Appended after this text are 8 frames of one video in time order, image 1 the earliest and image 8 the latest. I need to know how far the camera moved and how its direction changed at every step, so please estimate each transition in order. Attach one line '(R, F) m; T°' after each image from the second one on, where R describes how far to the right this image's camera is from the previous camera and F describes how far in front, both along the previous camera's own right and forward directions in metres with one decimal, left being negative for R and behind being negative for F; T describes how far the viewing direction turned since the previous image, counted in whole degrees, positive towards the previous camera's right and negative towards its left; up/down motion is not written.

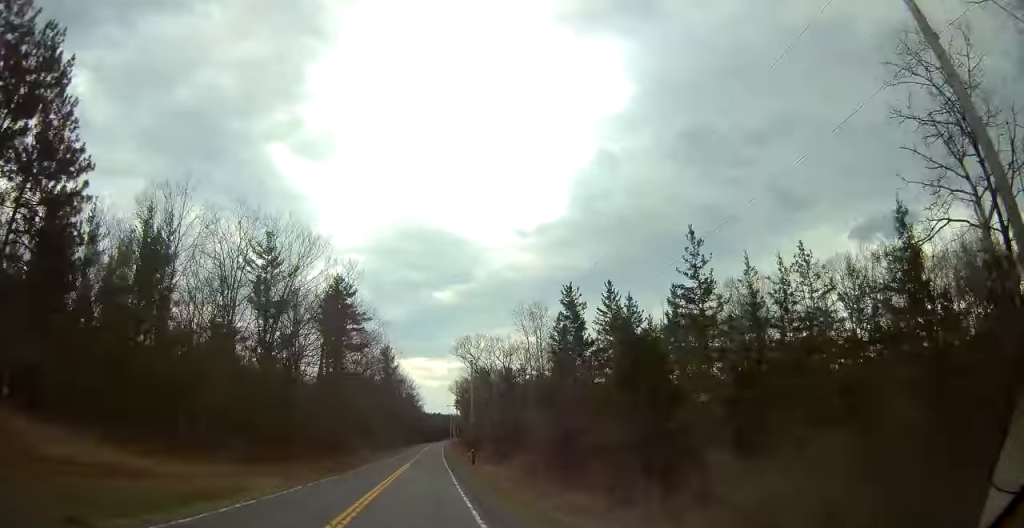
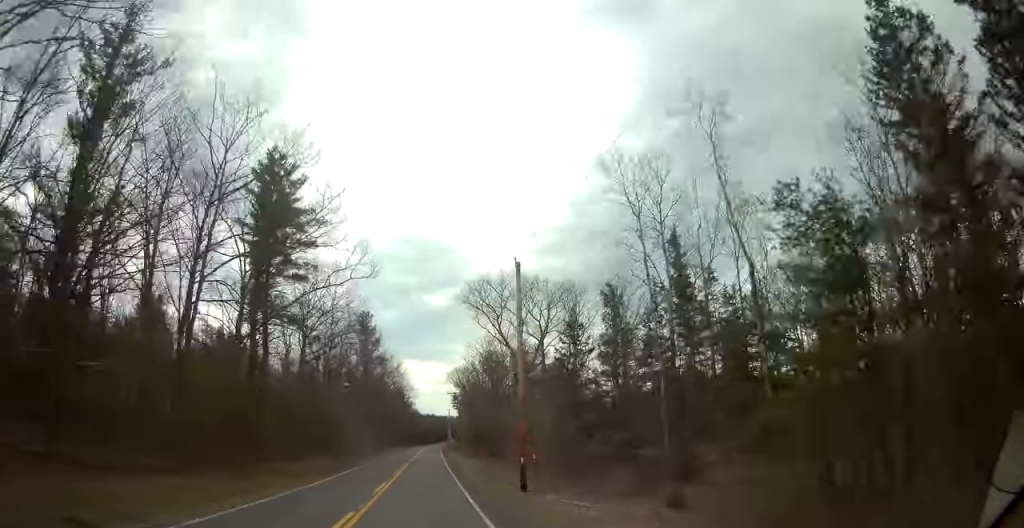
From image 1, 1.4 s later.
(-0.1, +36.1) m; 0°
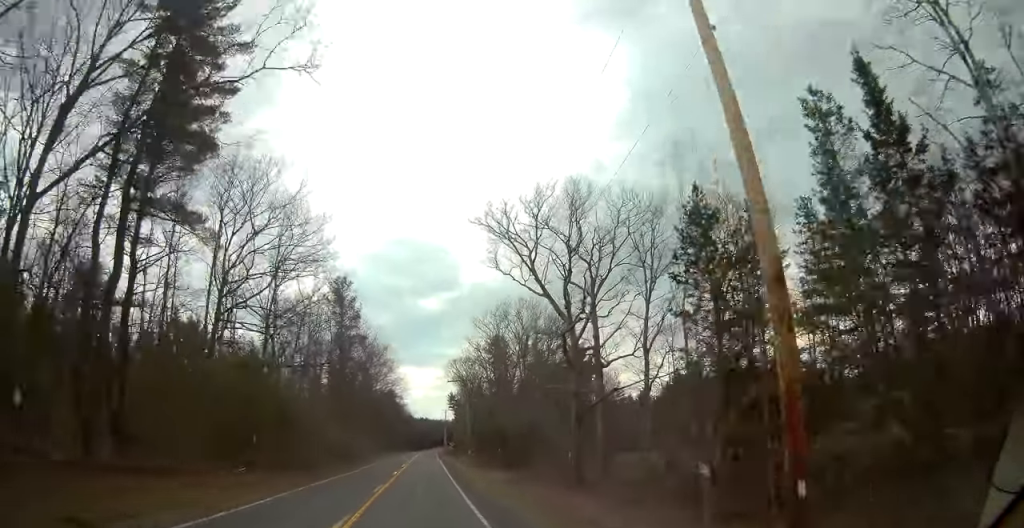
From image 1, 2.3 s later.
(+0.2, +22.4) m; +1°
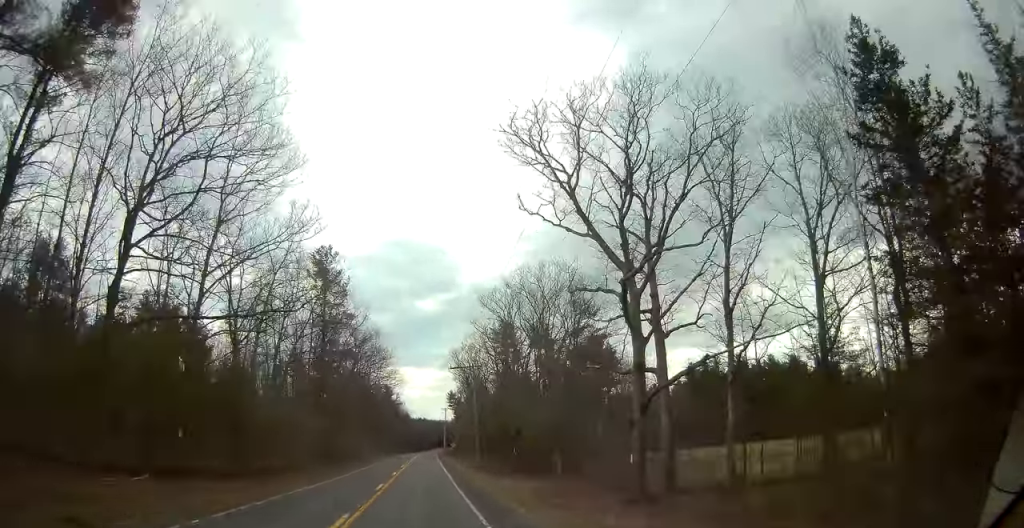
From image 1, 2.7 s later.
(0.0, +12.0) m; 0°
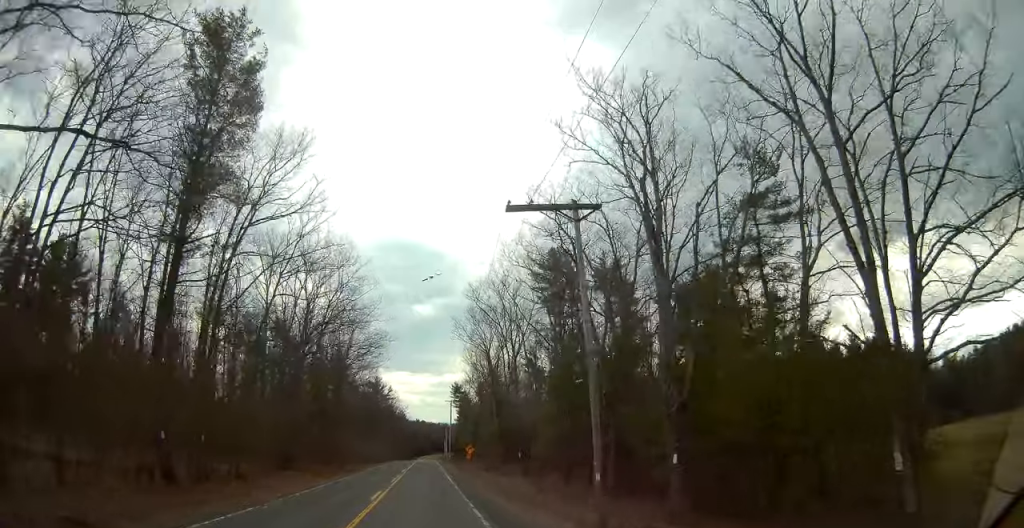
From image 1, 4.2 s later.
(+0.2, +38.5) m; 0°
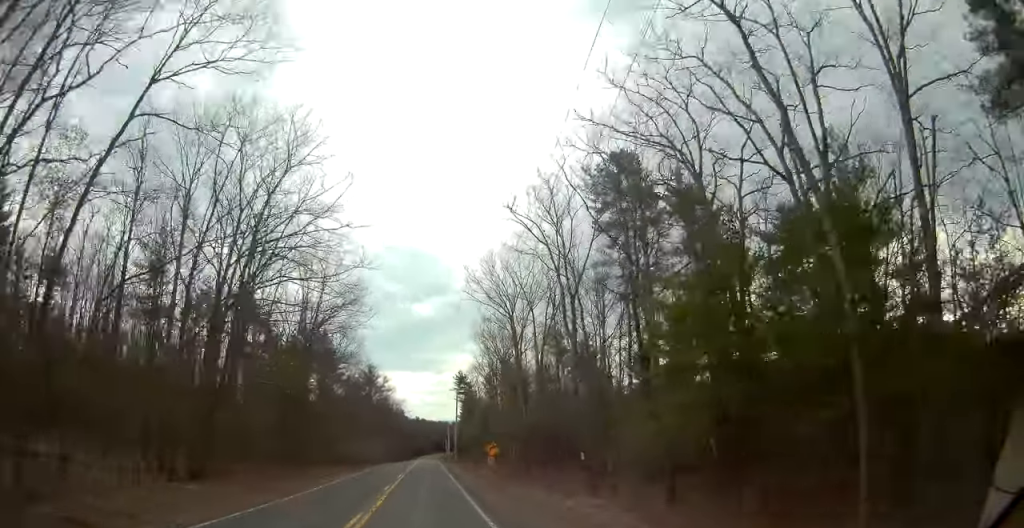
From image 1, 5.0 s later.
(-0.2, +20.4) m; 0°
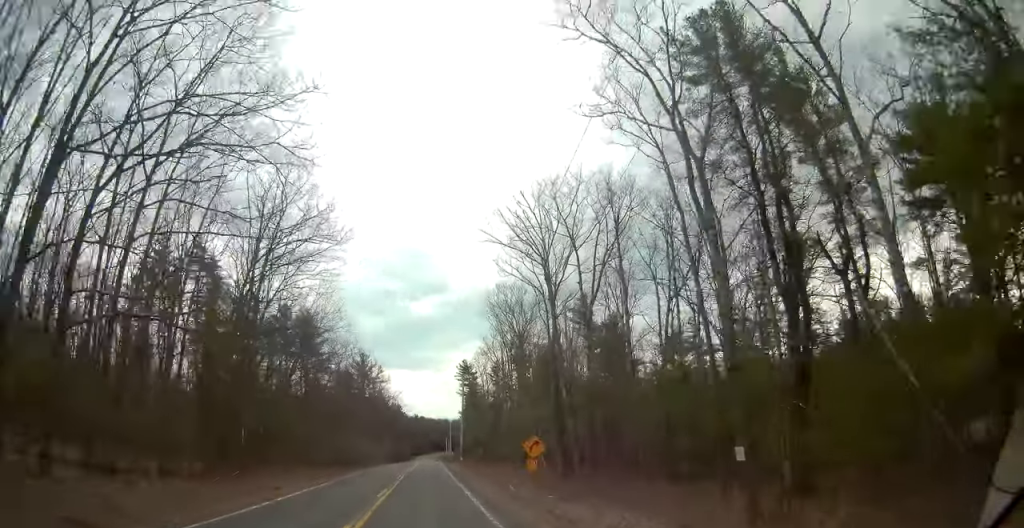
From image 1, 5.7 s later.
(0.0, +16.0) m; +1°
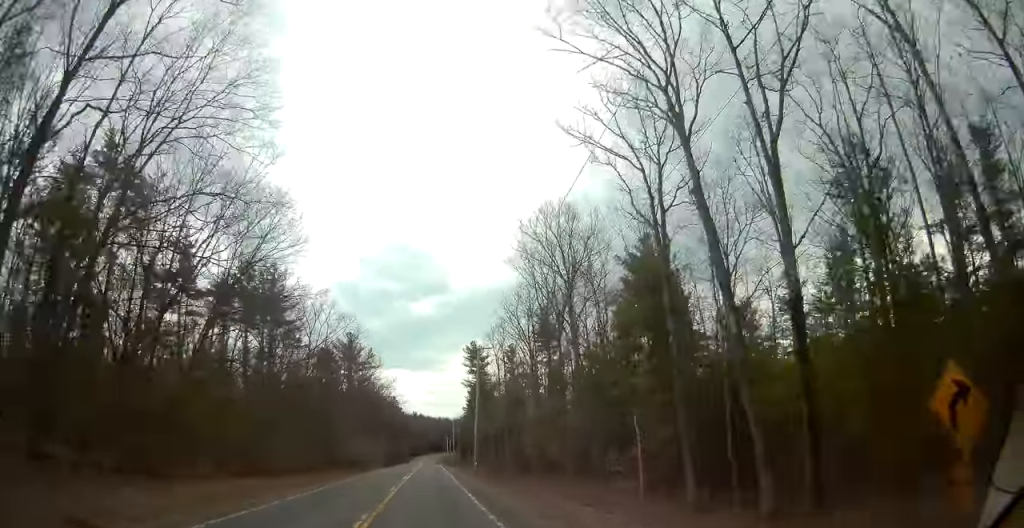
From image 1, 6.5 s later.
(+0.2, +21.8) m; 0°
